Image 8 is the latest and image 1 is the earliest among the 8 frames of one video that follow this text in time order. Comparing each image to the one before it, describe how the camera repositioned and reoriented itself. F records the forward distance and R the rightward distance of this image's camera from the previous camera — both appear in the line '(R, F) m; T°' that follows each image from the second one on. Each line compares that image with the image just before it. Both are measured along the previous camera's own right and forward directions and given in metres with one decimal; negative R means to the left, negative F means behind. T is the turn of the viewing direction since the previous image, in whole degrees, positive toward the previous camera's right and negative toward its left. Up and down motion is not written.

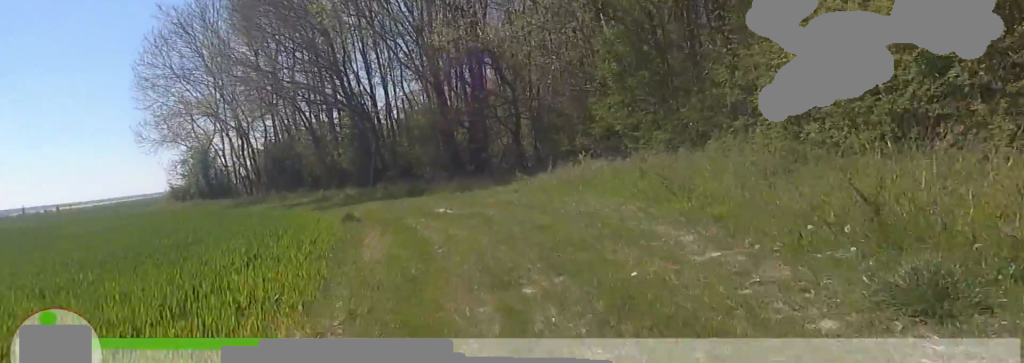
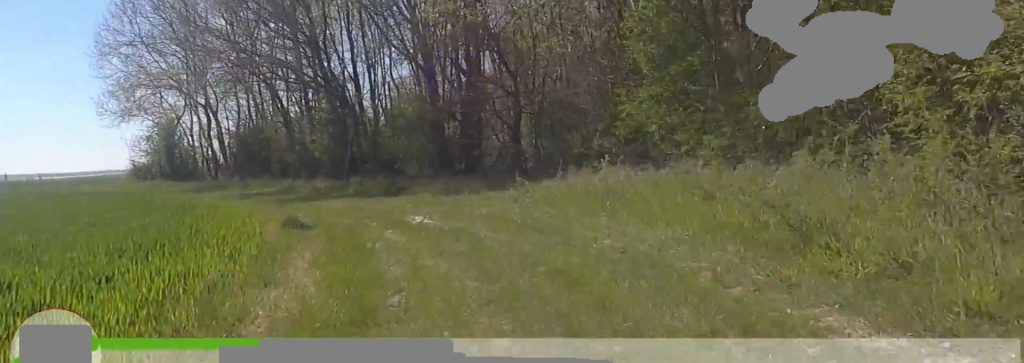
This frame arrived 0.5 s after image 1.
(-0.2, +3.2) m; -3°
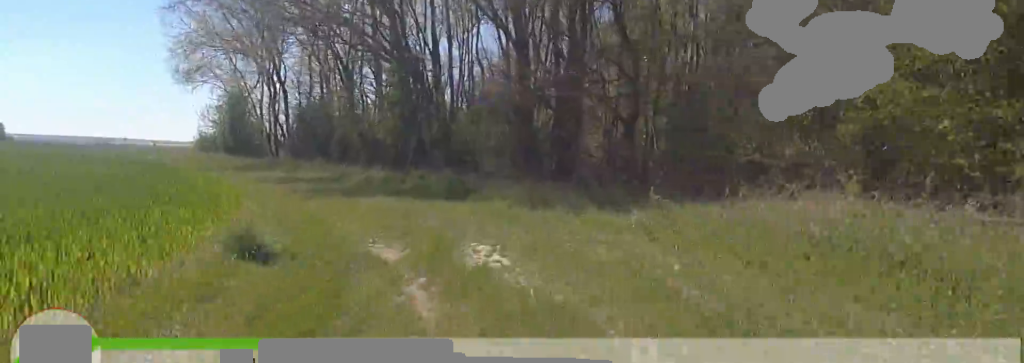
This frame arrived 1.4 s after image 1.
(-0.1, +5.3) m; -6°
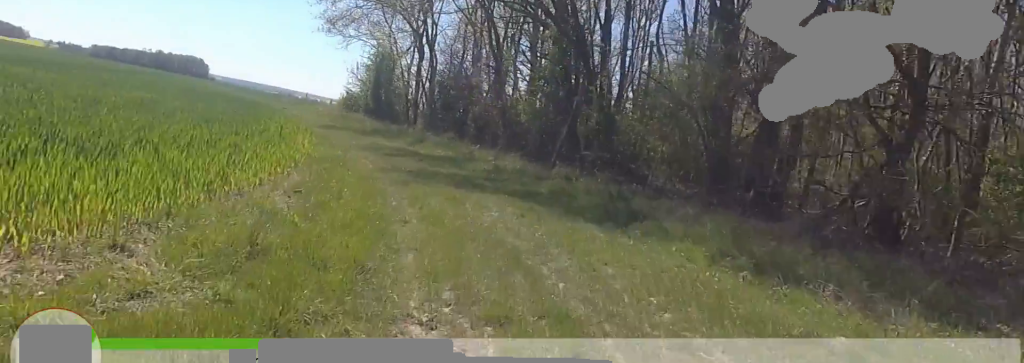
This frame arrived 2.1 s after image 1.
(-0.4, +4.7) m; -13°
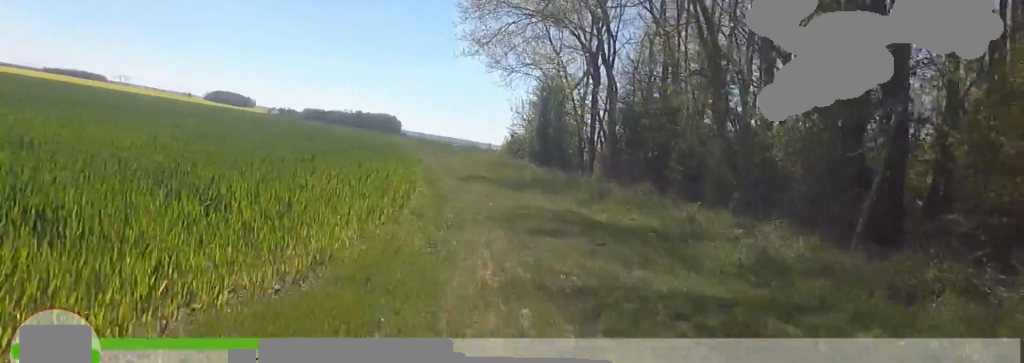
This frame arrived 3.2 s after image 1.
(-1.5, +6.9) m; -13°
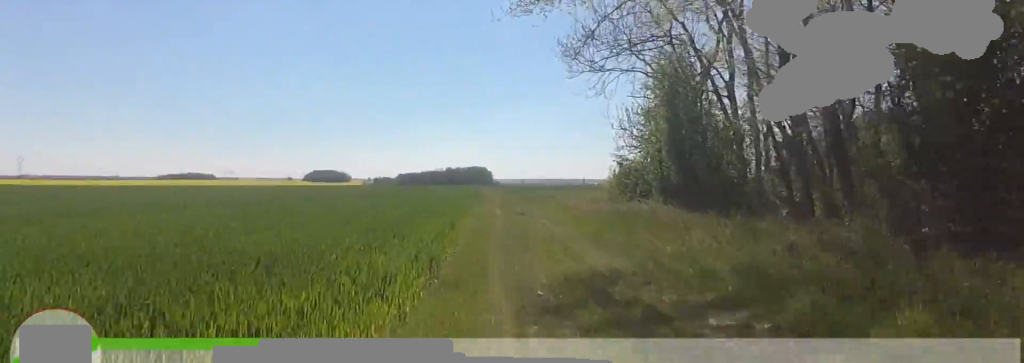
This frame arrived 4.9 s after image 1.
(-0.1, +10.6) m; -7°
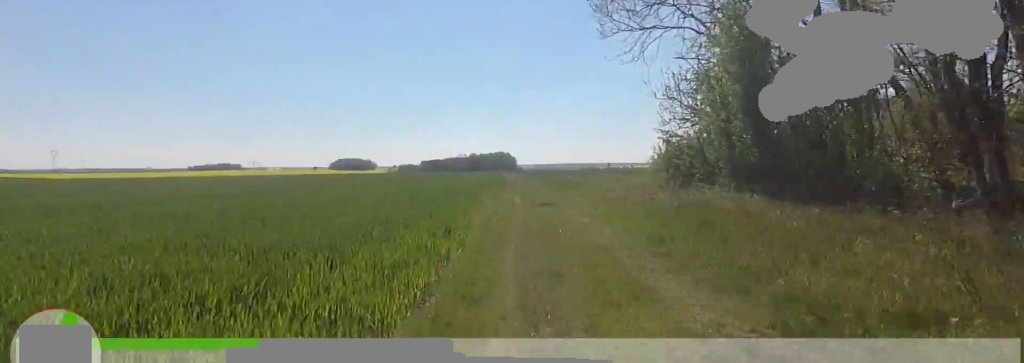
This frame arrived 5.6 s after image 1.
(-0.2, +4.0) m; -9°
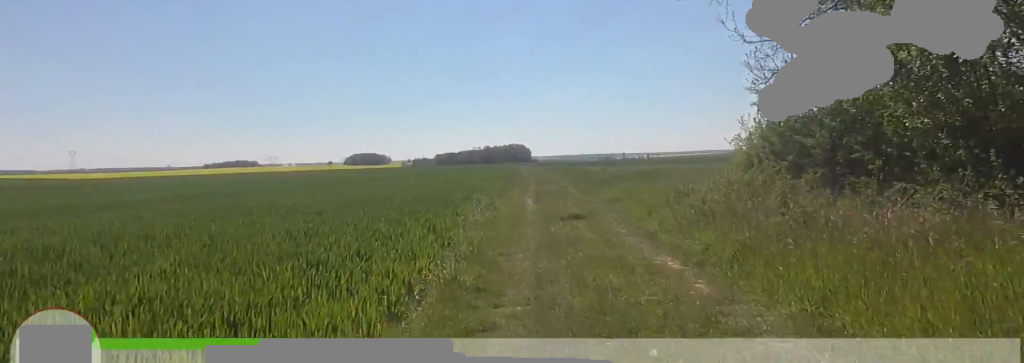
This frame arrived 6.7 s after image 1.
(-0.5, +6.6) m; +7°
